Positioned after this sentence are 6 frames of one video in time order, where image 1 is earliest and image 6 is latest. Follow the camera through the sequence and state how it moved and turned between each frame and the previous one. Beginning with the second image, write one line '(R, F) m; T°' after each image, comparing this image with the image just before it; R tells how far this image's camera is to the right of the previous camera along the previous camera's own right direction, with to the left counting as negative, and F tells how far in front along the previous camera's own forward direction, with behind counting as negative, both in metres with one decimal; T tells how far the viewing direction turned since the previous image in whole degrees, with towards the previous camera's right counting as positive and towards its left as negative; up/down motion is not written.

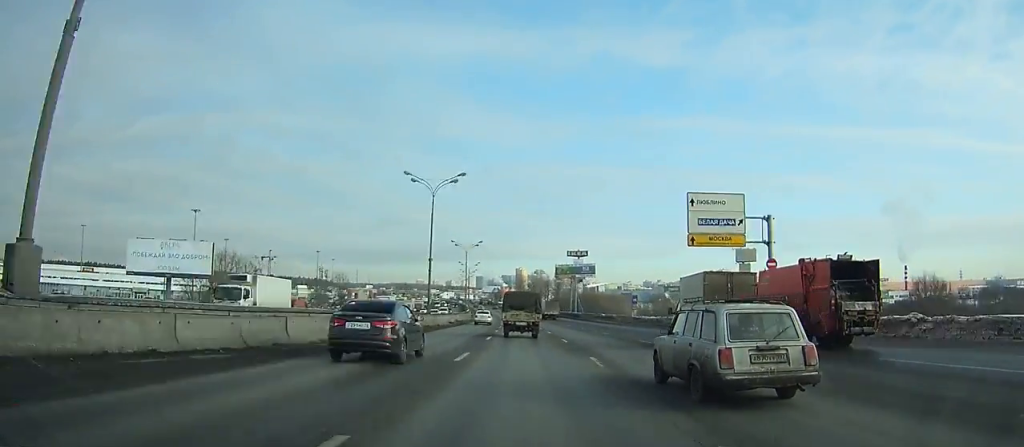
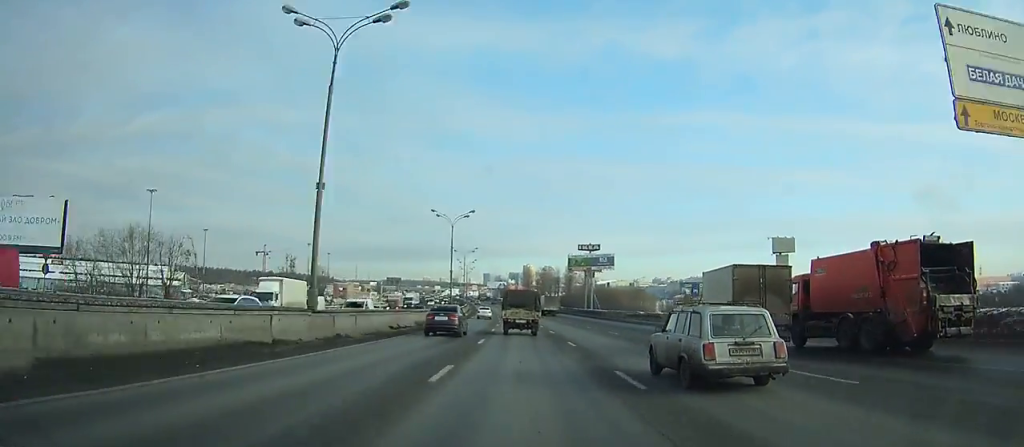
(-0.1, +28.5) m; -1°
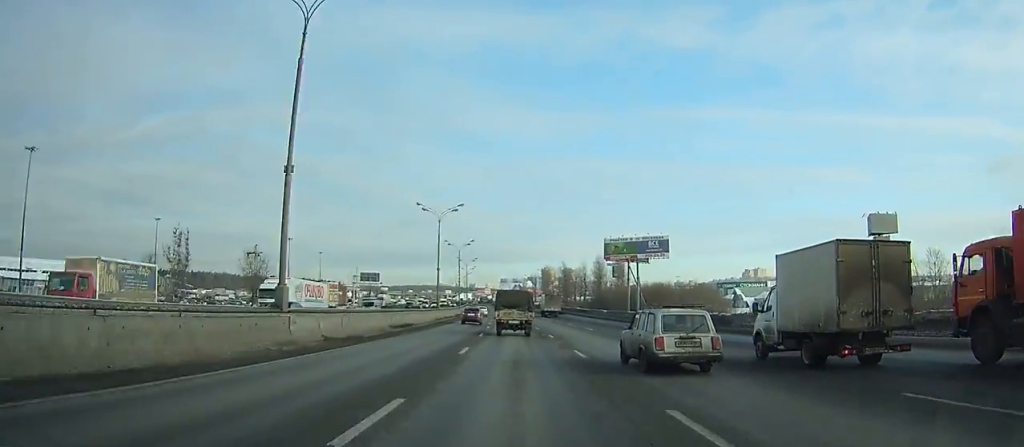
(-0.5, +52.2) m; -2°
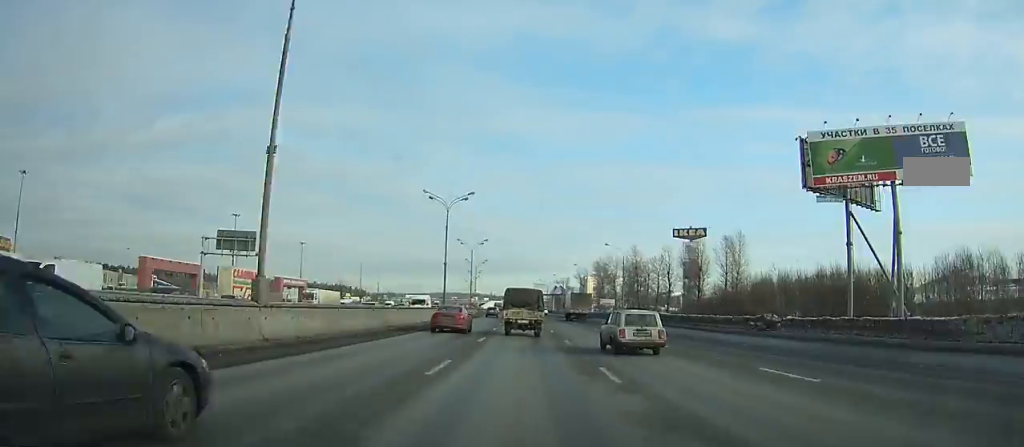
(-3.5, +91.2) m; -4°
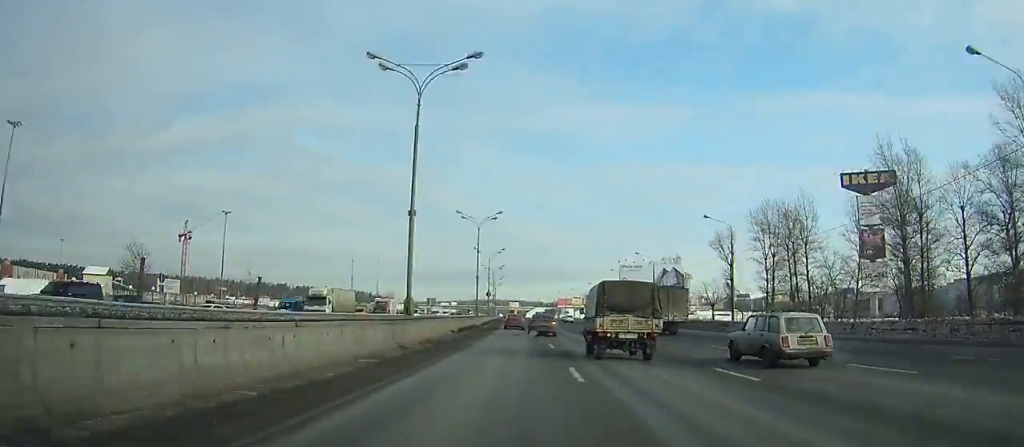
(-4.5, +122.0) m; -4°
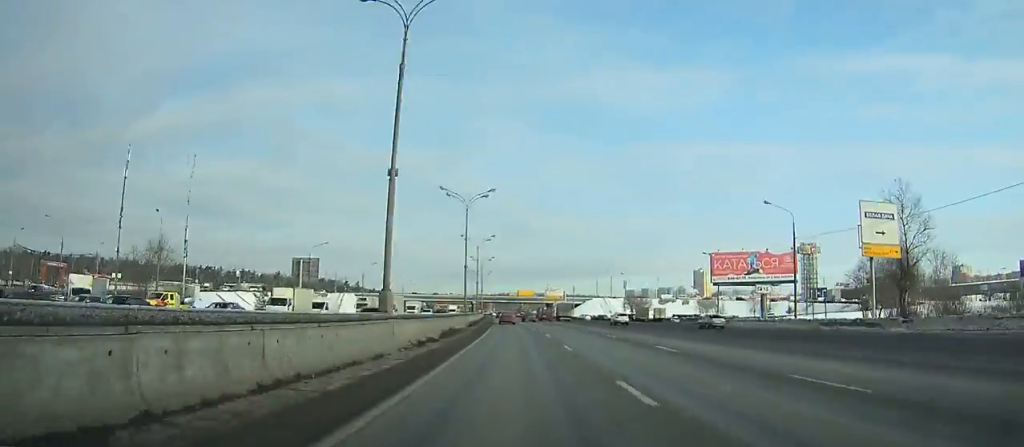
(-5.4, +193.0) m; -4°
